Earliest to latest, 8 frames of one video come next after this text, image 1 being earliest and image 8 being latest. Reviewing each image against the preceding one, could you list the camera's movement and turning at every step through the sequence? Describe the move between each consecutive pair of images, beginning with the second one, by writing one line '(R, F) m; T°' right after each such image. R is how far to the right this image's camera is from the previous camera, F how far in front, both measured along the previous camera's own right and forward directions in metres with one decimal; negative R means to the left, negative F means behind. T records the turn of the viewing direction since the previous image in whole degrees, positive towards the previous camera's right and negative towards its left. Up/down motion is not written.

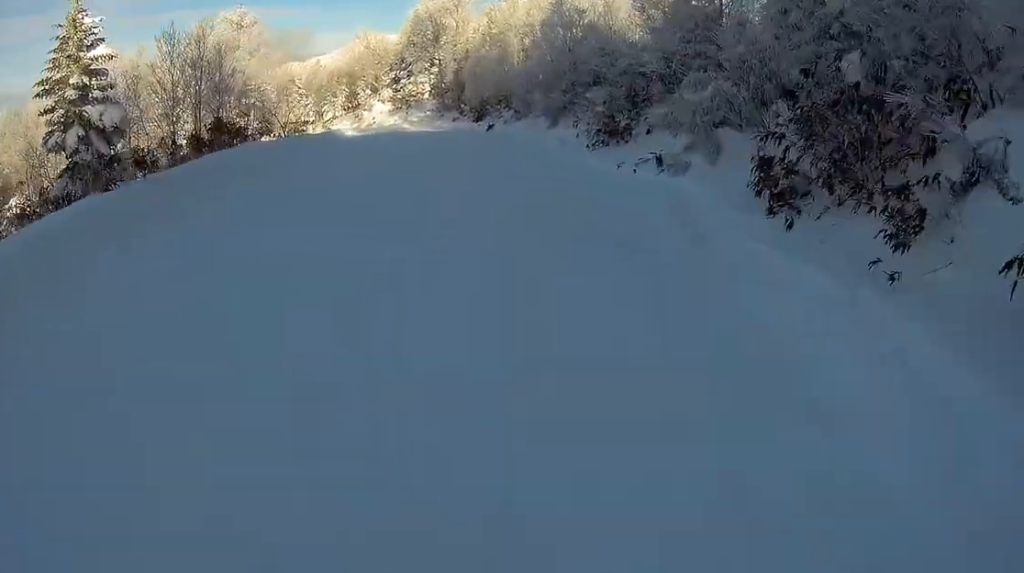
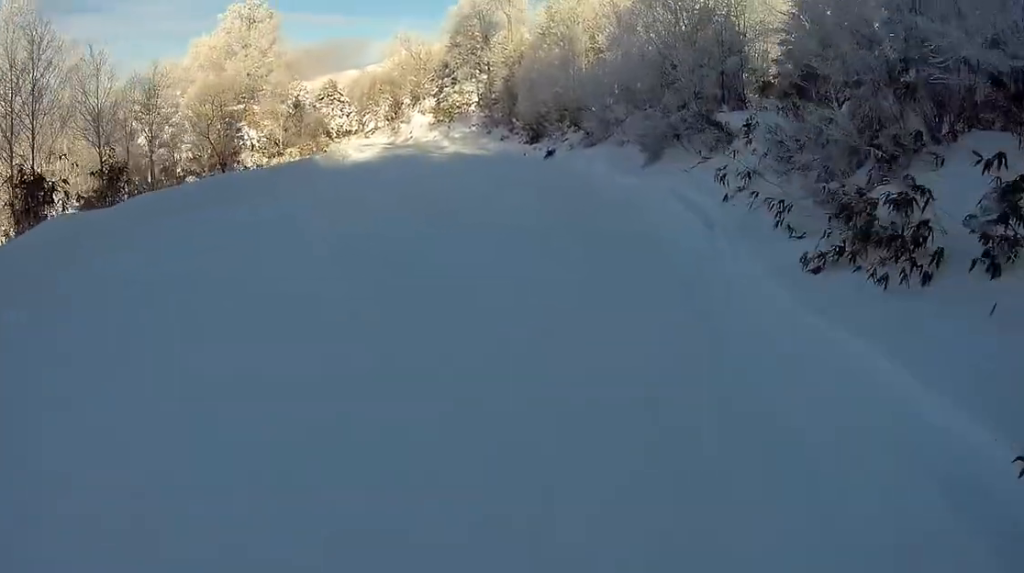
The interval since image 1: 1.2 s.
(-1.0, +6.5) m; -22°
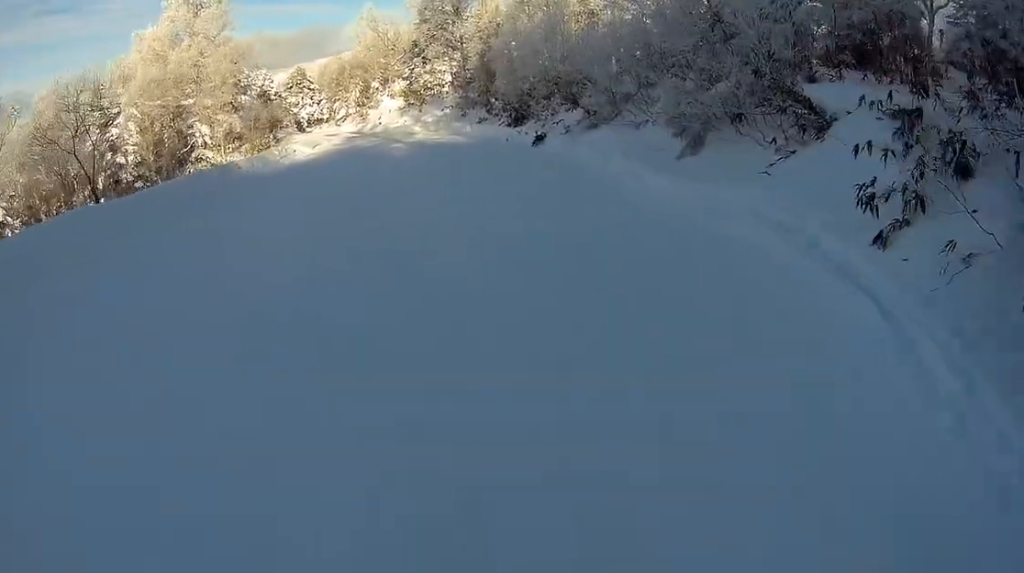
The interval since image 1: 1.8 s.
(-0.2, +2.6) m; -17°
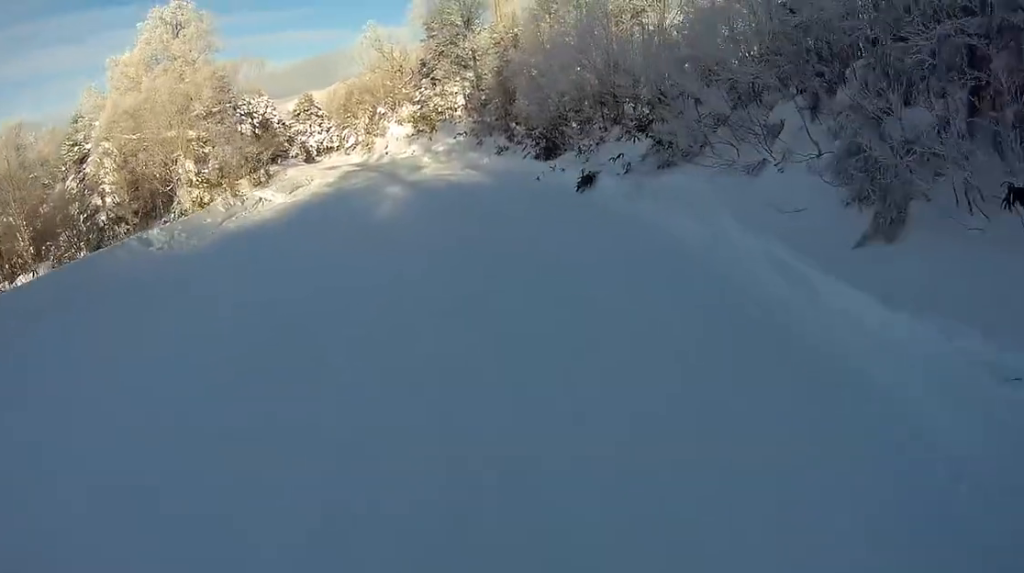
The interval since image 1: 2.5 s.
(-0.7, +2.7) m; -28°
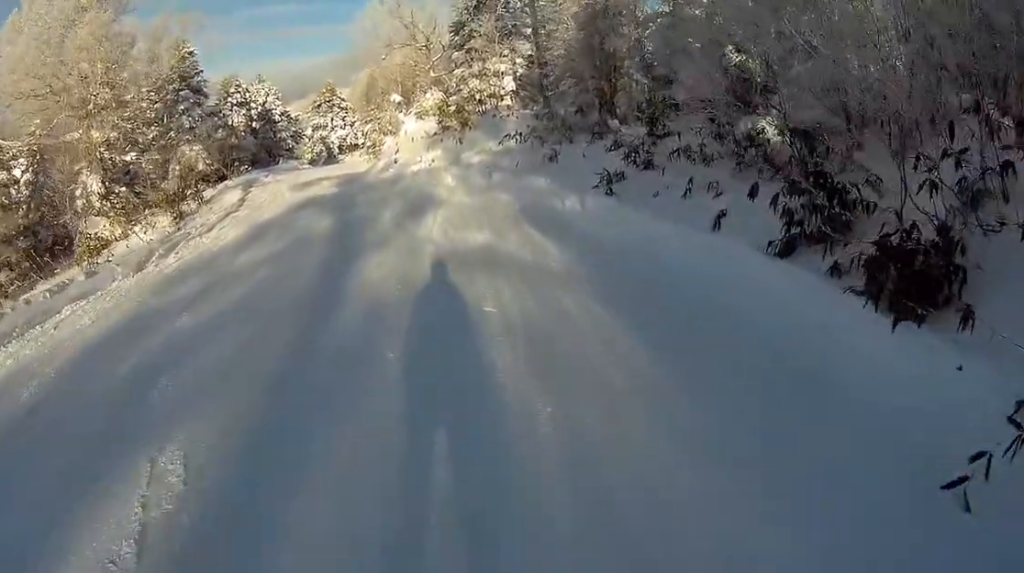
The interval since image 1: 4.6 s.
(-5.8, +6.6) m; -60°
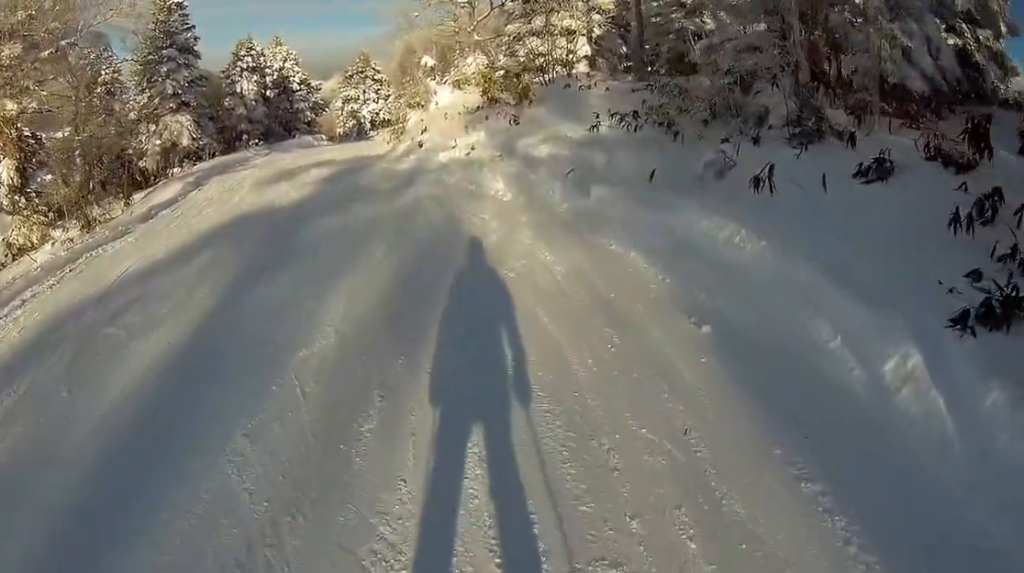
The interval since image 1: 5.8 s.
(-0.3, +7.8) m; -6°
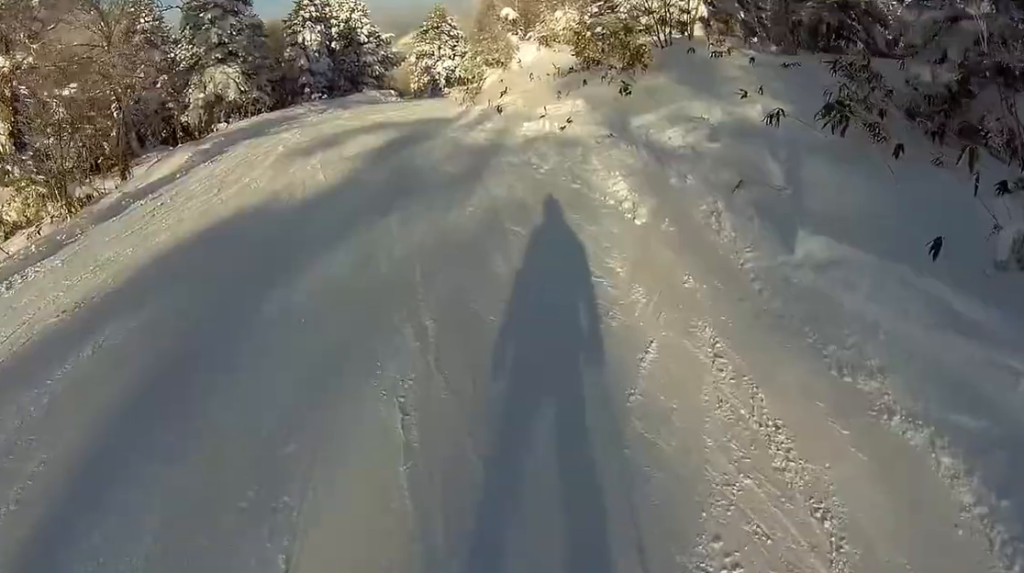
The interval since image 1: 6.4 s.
(-0.2, +4.2) m; -2°
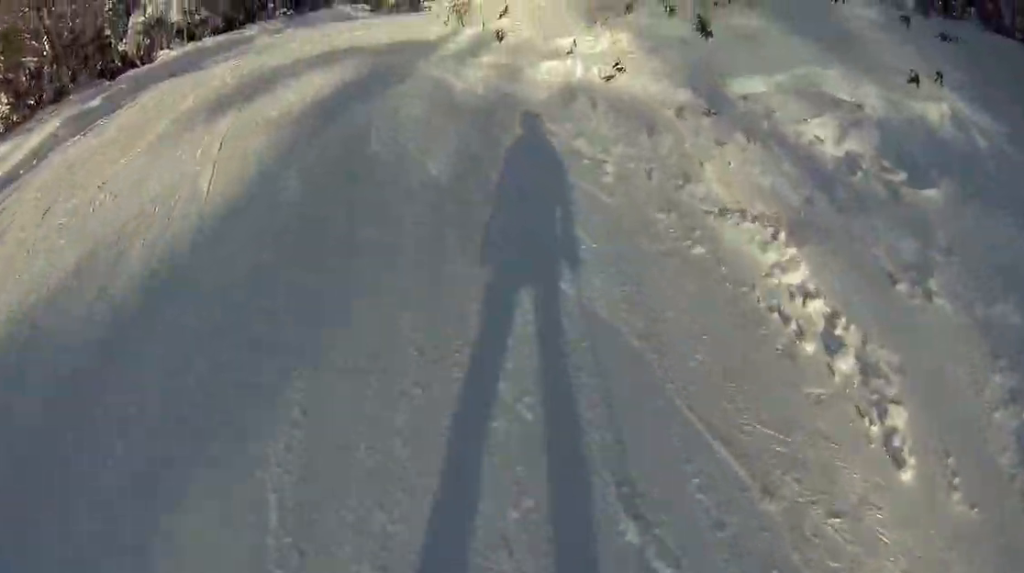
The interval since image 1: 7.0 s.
(0.0, +5.3) m; +4°
